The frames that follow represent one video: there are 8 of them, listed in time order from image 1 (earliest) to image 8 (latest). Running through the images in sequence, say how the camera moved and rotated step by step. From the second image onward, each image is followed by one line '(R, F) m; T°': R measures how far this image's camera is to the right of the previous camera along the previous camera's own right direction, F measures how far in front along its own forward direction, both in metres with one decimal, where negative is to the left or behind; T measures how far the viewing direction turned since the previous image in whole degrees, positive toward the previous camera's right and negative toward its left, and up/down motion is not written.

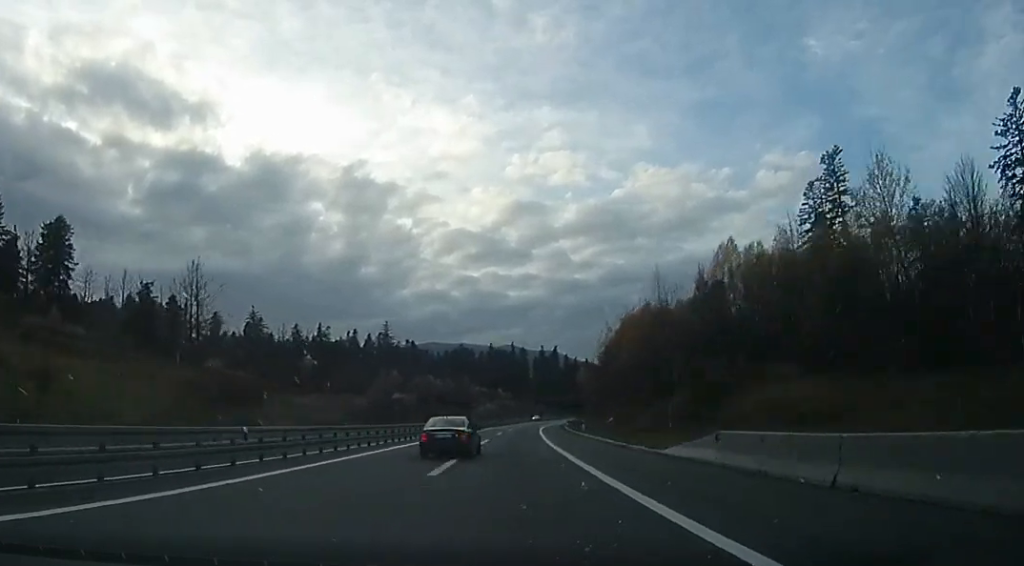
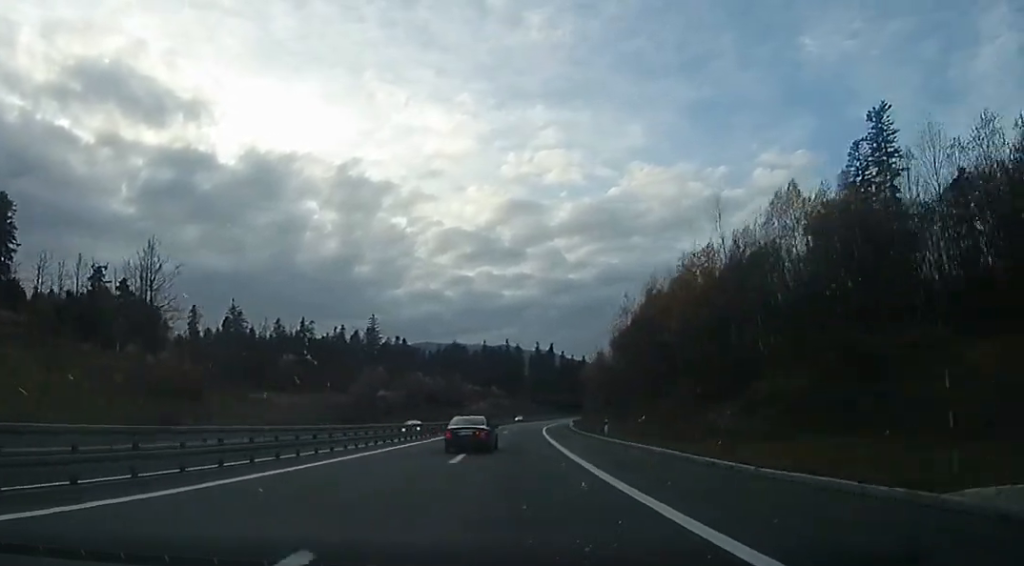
(0.0, +14.9) m; +1°
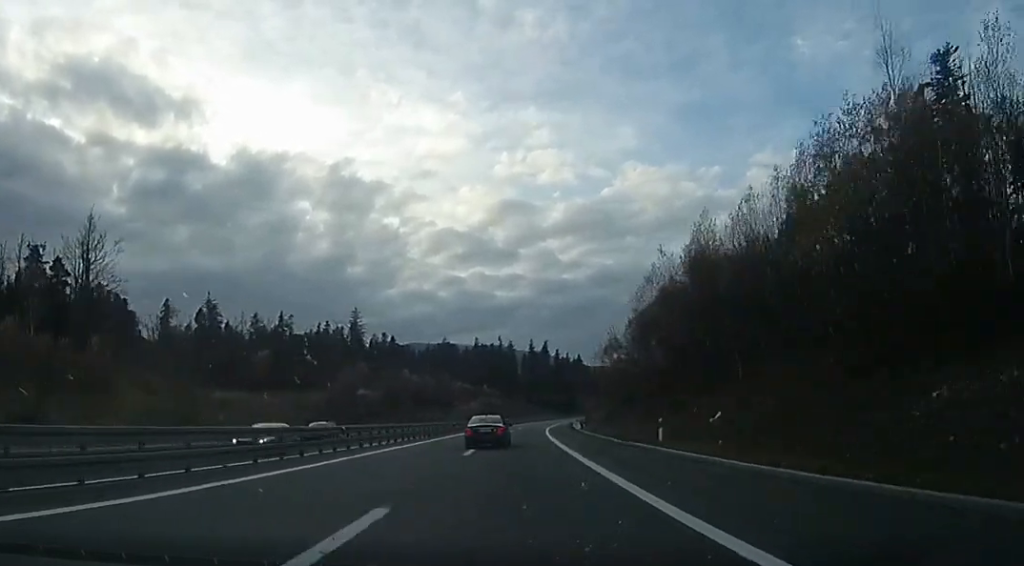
(-0.3, +15.8) m; +2°
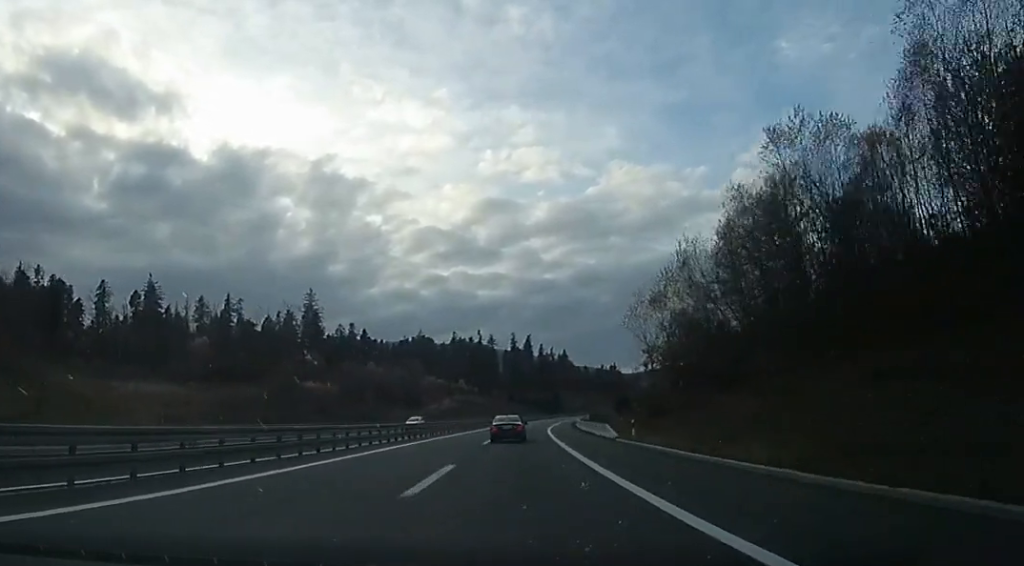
(+1.5, +30.0) m; +3°
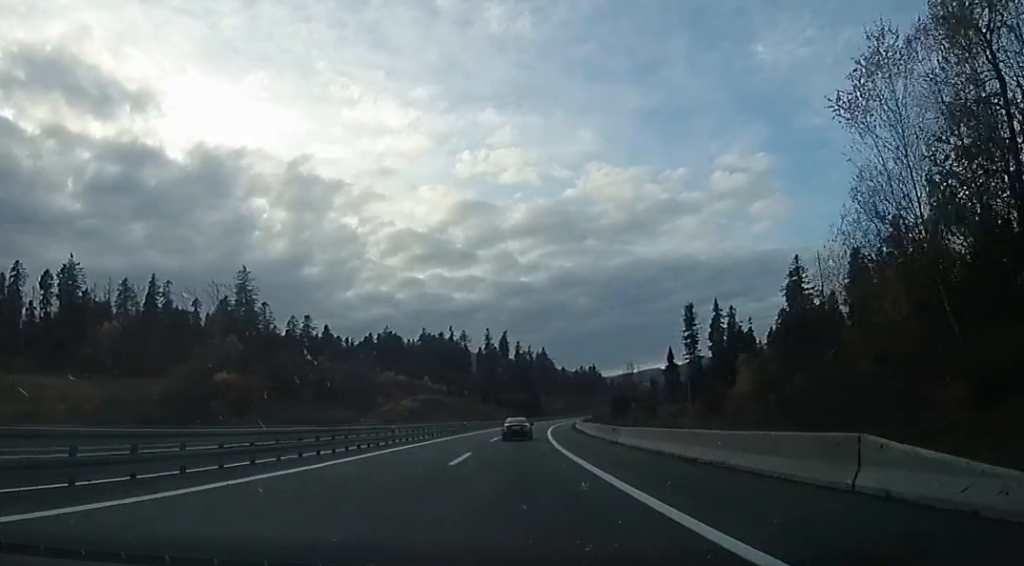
(0.0, +31.4) m; 0°
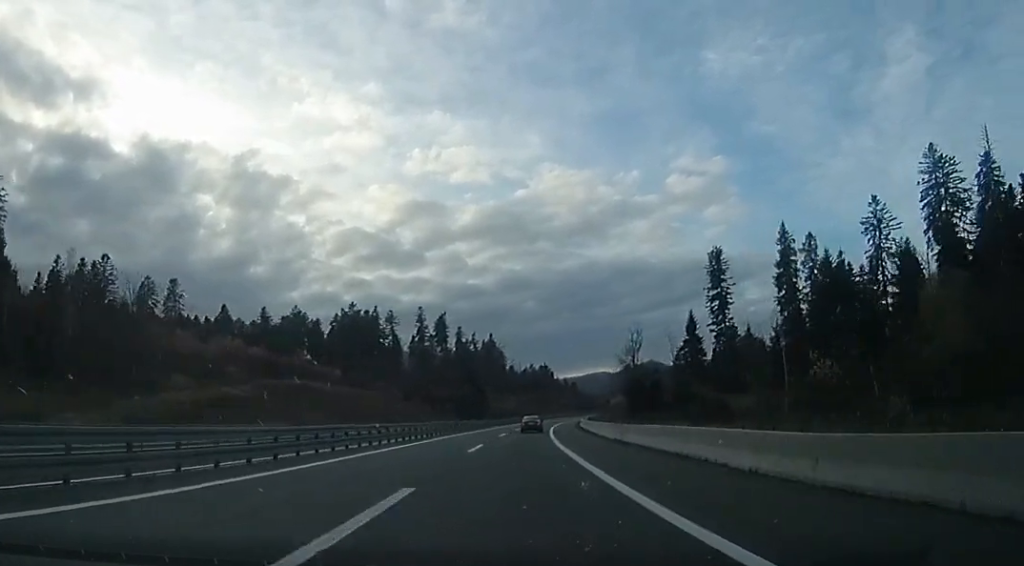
(+2.7, +71.0) m; +5°
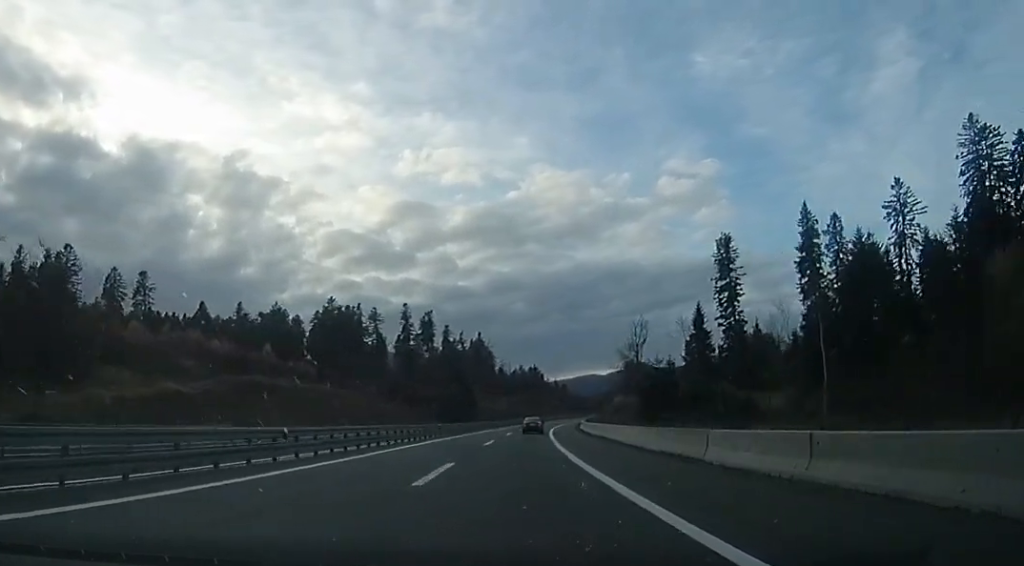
(-1.0, +11.9) m; +1°
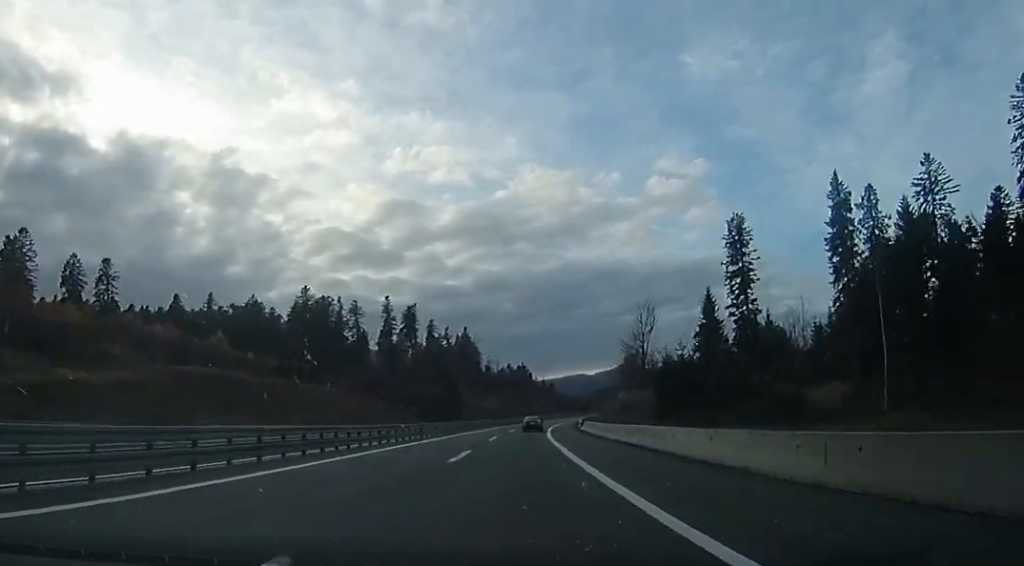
(+1.3, +12.9) m; +2°
